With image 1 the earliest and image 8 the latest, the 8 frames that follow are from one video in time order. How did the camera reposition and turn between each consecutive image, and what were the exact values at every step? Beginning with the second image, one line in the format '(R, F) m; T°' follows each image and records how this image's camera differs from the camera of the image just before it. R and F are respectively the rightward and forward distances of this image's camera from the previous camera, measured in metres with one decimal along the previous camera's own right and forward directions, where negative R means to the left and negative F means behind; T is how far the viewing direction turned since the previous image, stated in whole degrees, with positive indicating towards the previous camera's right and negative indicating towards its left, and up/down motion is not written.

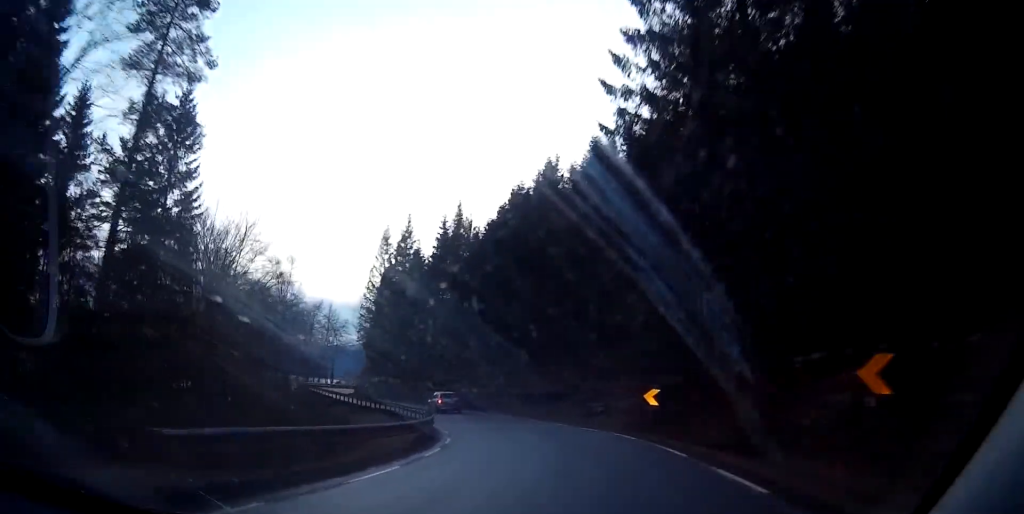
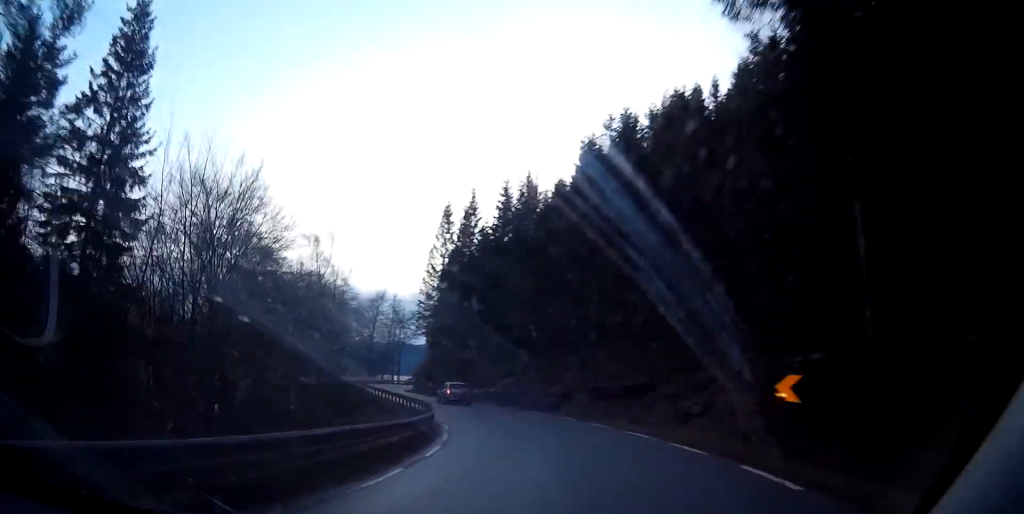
(-0.3, +12.9) m; -6°
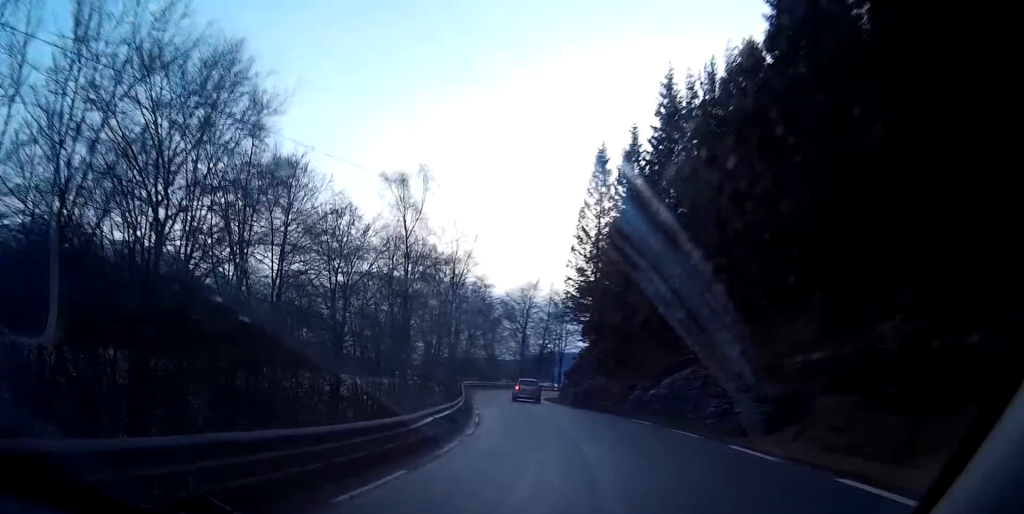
(-2.0, +25.7) m; -4°
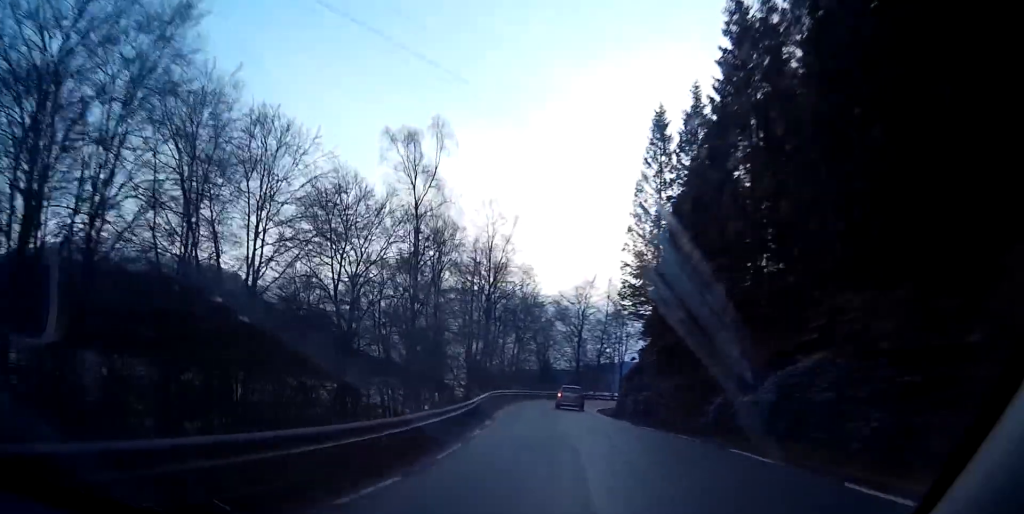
(+0.1, +11.6) m; -3°
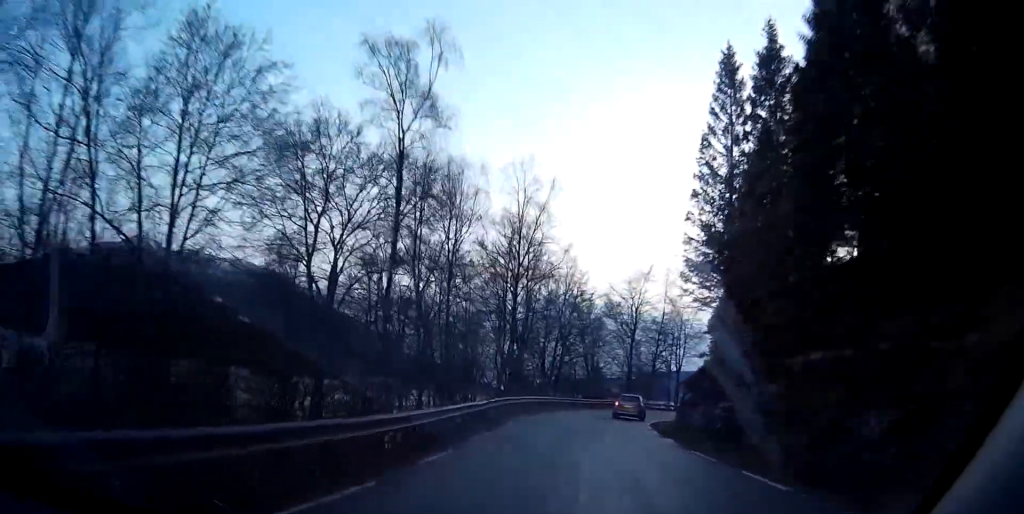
(+0.3, +12.4) m; -11°
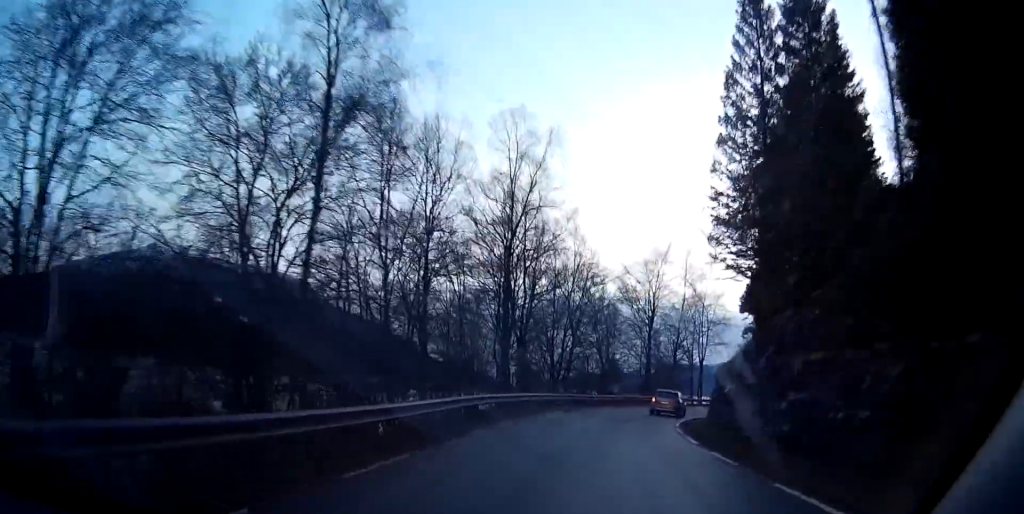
(-1.7, +8.0) m; -5°
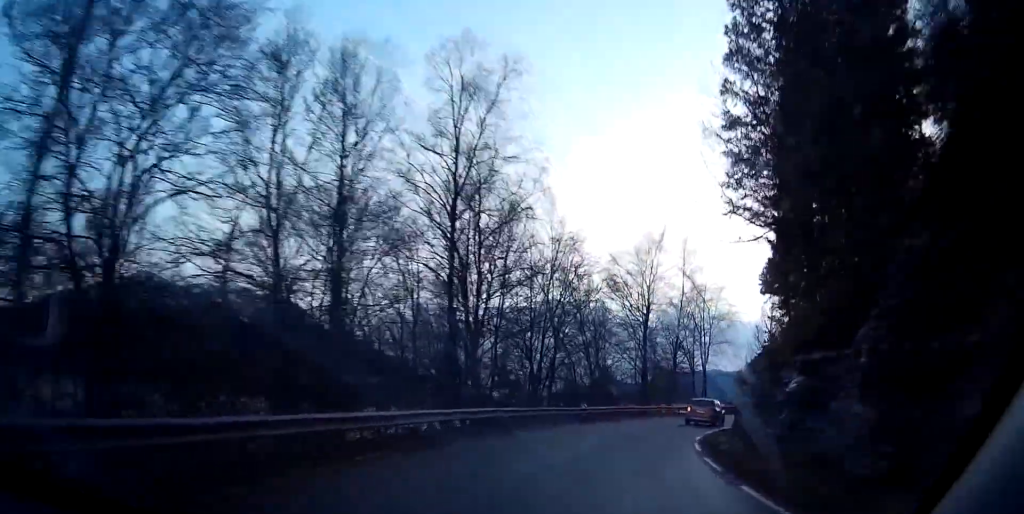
(-1.3, +10.2) m; -4°
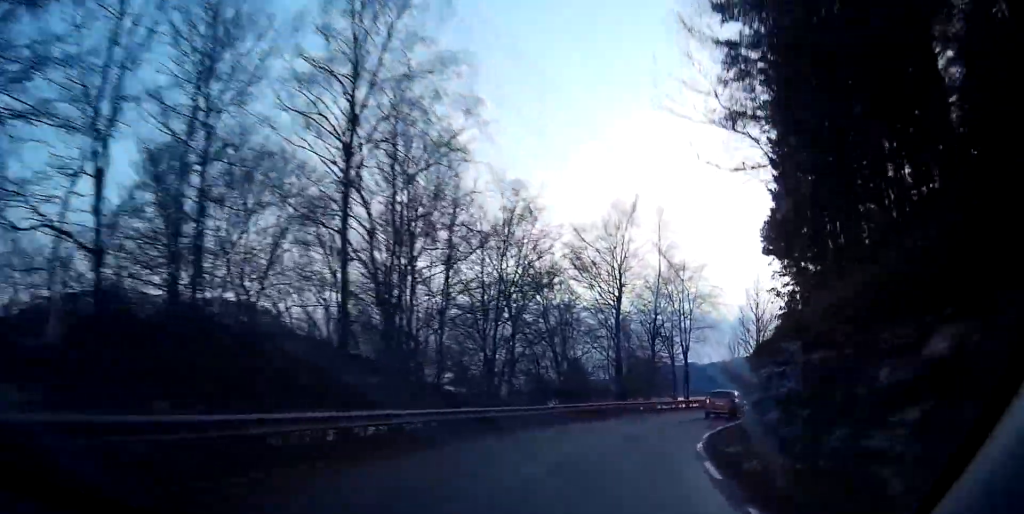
(+0.4, +8.3) m; +4°
